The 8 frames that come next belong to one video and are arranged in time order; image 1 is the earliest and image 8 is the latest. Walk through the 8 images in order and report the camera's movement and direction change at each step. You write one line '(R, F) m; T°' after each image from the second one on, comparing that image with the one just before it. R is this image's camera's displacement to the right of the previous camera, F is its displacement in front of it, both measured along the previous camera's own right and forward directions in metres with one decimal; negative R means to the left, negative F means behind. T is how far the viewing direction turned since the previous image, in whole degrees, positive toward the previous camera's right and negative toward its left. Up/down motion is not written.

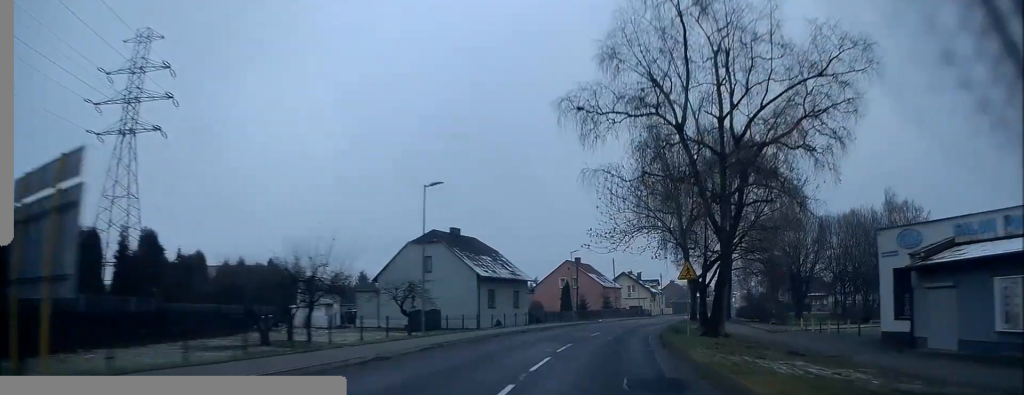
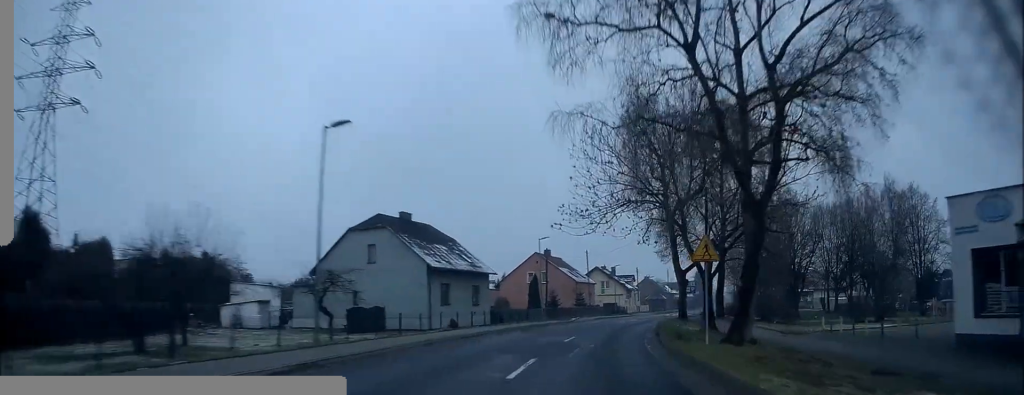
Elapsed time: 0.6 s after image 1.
(+0.2, +7.8) m; +3°
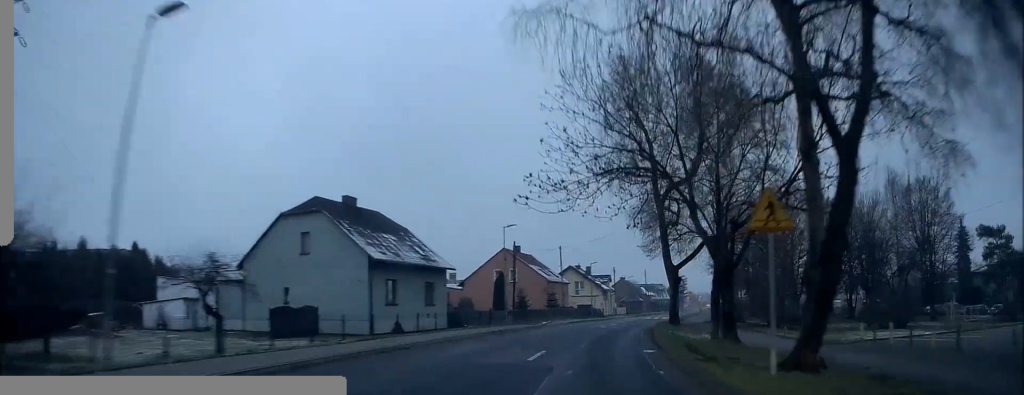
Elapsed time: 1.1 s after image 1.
(0.0, +7.4) m; +2°
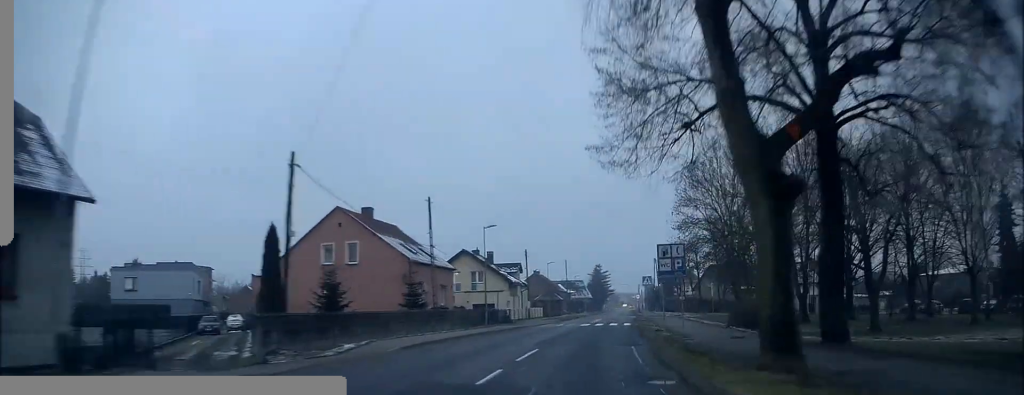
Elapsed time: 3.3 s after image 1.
(+2.6, +29.9) m; +9°
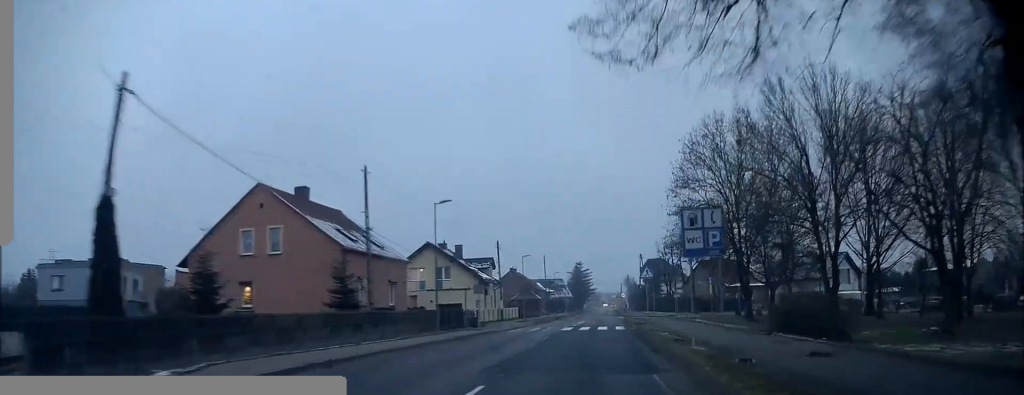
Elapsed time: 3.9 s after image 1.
(+0.1, +8.7) m; +1°
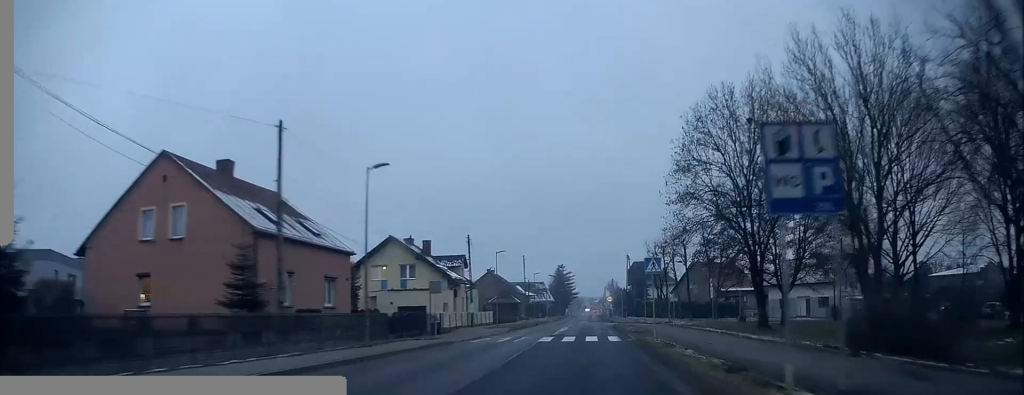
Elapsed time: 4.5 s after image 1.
(+0.1, +7.7) m; +1°
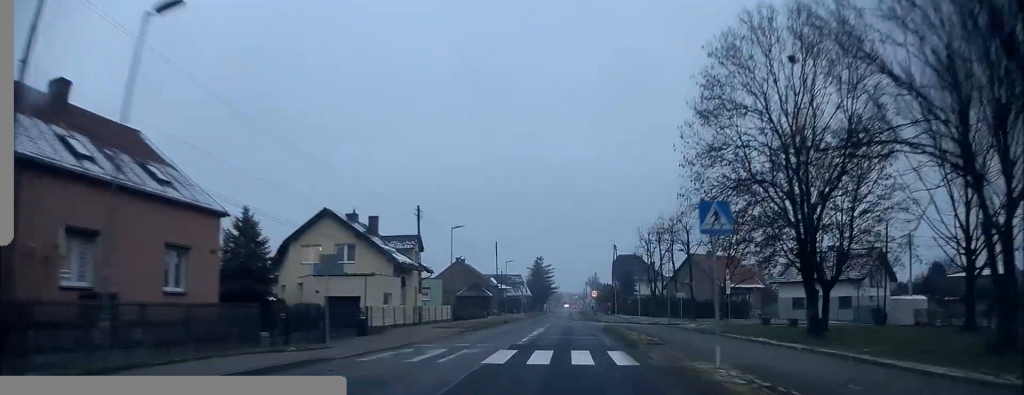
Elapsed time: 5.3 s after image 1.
(+0.2, +11.8) m; +2°
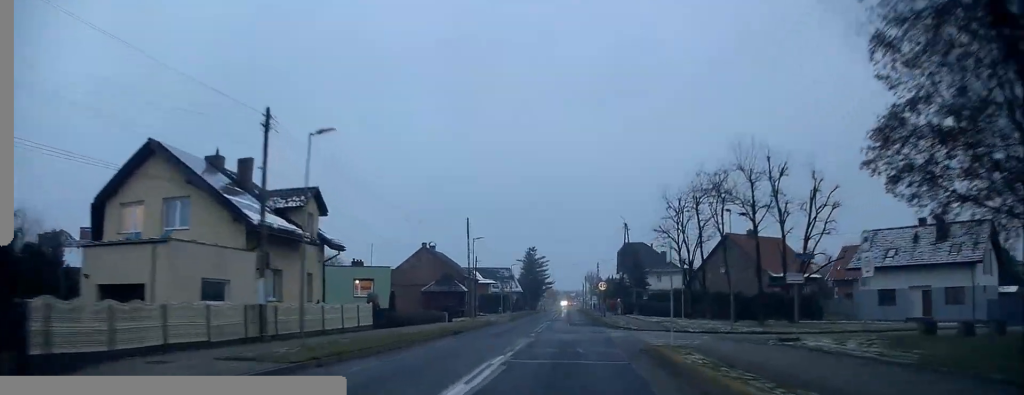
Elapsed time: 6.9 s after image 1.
(+0.6, +20.8) m; +2°
